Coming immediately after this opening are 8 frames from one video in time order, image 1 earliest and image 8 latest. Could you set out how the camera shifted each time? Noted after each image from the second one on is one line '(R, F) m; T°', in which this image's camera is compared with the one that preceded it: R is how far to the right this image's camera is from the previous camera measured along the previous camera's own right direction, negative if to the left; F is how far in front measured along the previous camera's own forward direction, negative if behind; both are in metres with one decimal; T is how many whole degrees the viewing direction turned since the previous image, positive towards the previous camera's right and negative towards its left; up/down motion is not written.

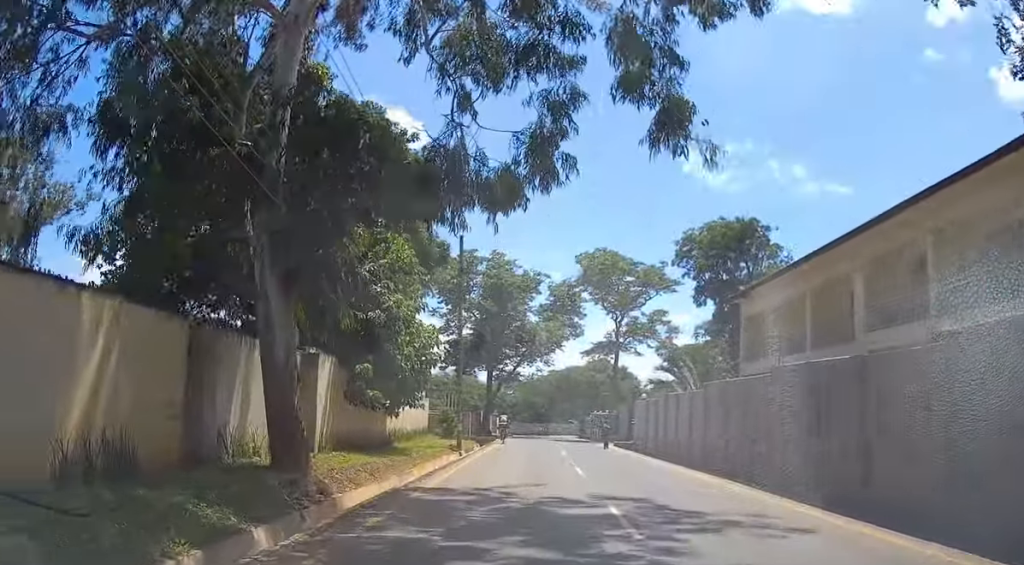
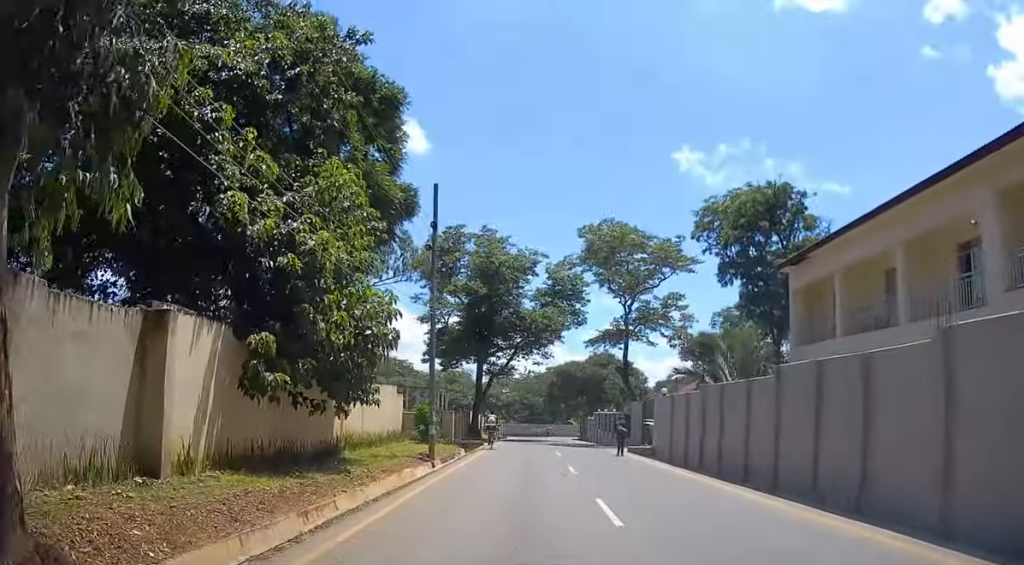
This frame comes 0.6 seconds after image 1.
(0.0, +8.1) m; 0°
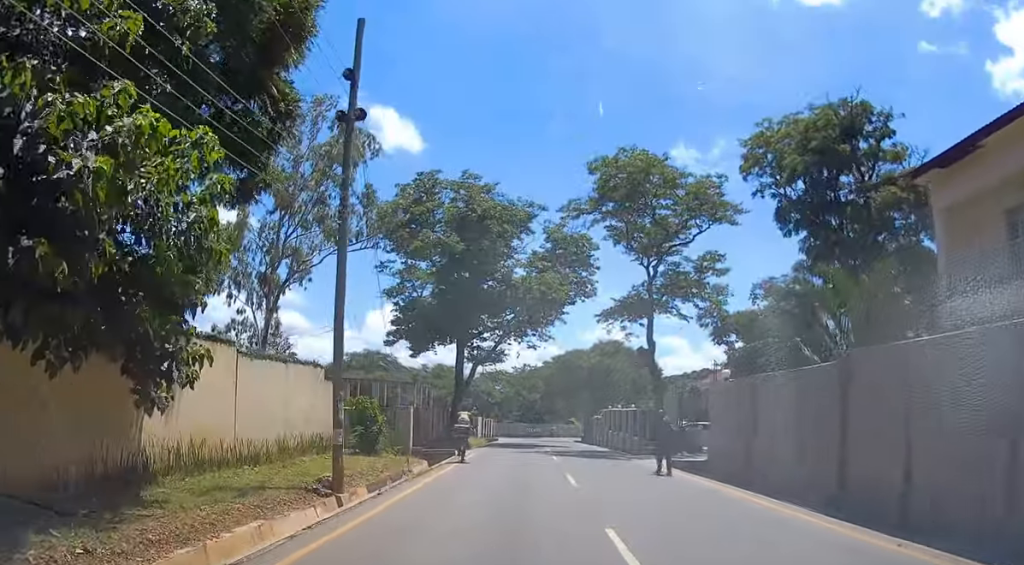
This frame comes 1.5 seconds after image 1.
(0.0, +12.1) m; 0°
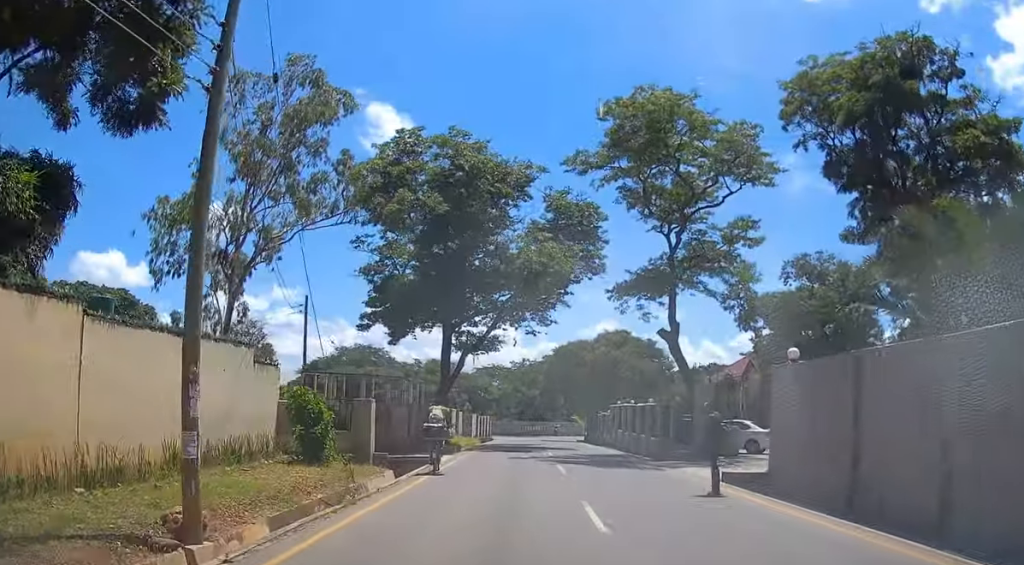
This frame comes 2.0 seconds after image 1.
(+0.1, +6.2) m; 0°
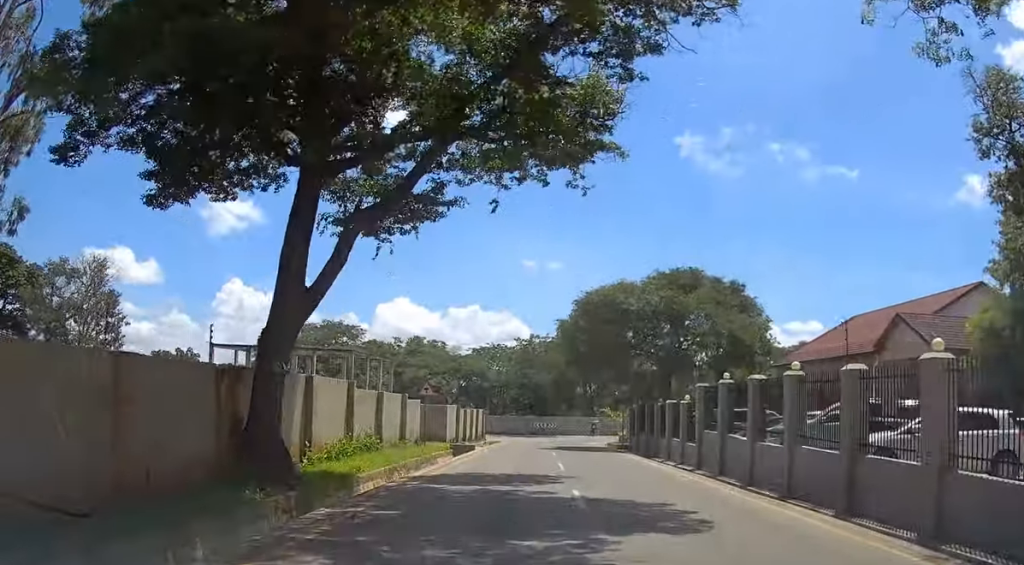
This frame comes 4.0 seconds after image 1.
(0.0, +25.0) m; 0°
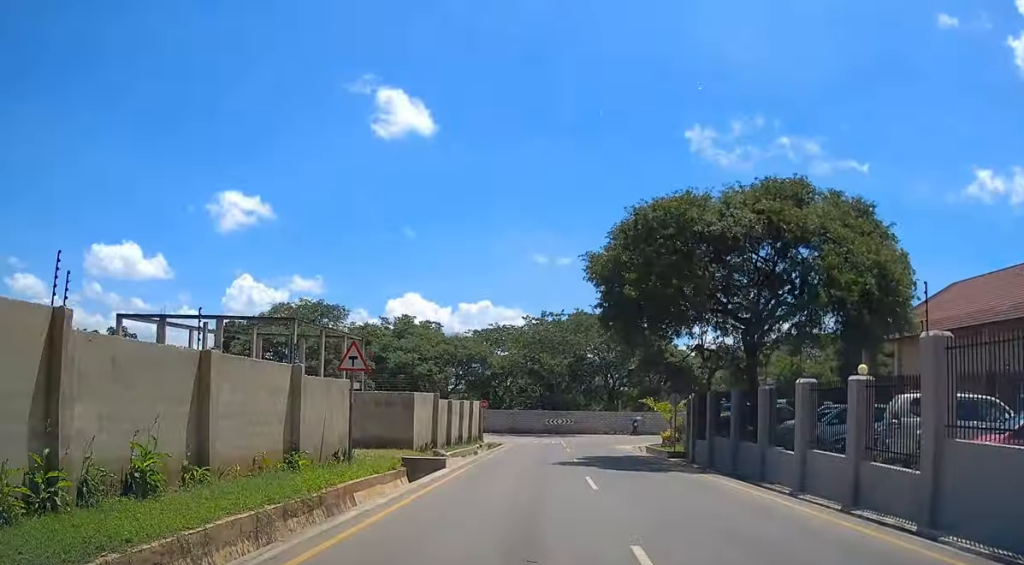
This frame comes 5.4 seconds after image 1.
(-0.1, +14.8) m; -1°
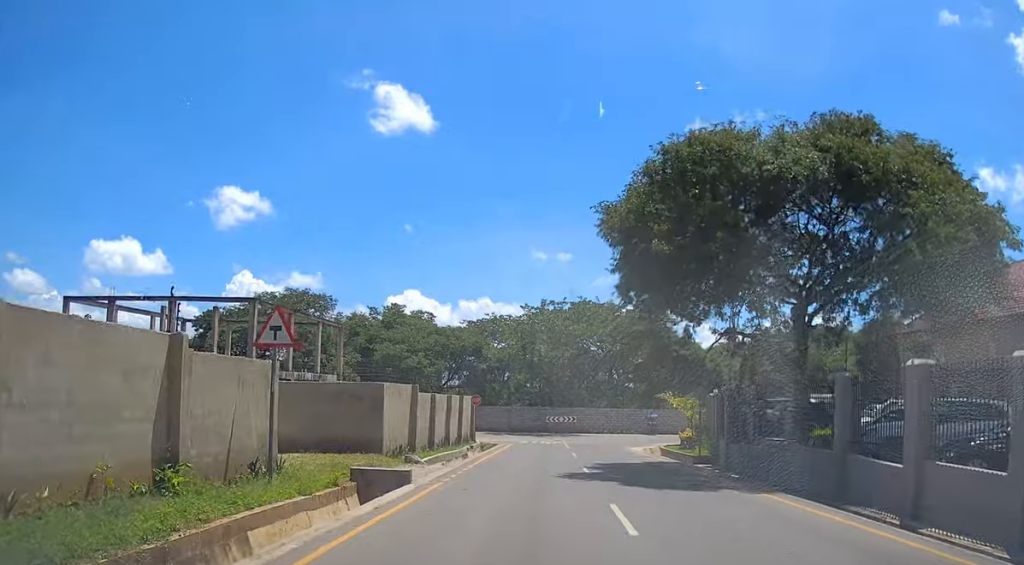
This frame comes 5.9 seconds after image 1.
(0.0, +5.1) m; -1°
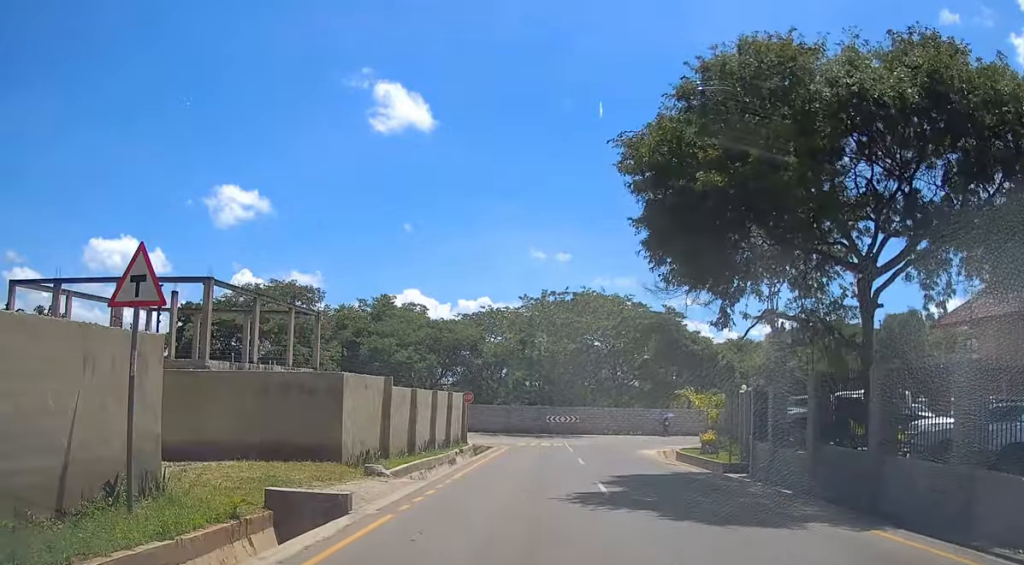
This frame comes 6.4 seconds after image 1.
(+0.1, +4.5) m; -1°
